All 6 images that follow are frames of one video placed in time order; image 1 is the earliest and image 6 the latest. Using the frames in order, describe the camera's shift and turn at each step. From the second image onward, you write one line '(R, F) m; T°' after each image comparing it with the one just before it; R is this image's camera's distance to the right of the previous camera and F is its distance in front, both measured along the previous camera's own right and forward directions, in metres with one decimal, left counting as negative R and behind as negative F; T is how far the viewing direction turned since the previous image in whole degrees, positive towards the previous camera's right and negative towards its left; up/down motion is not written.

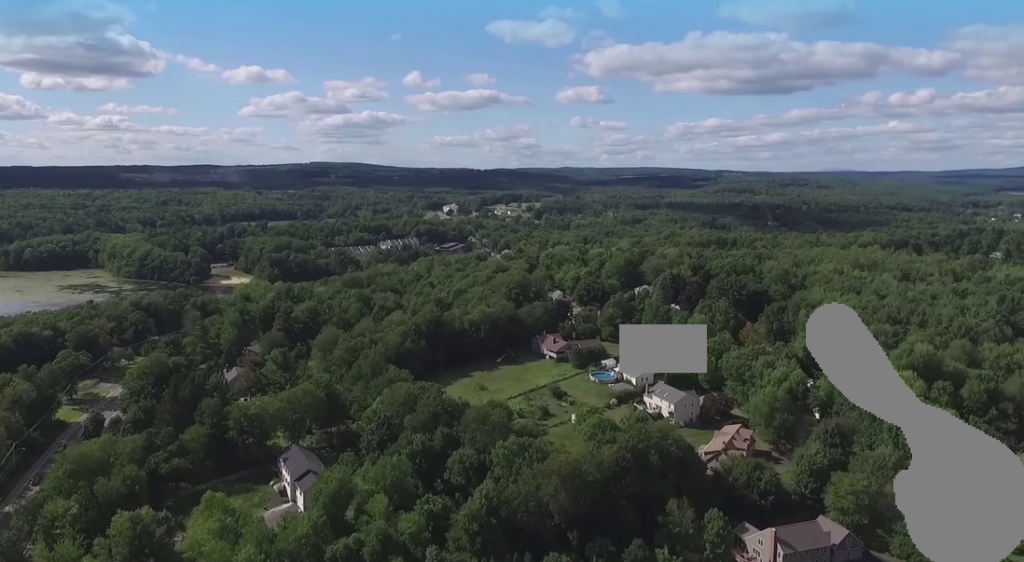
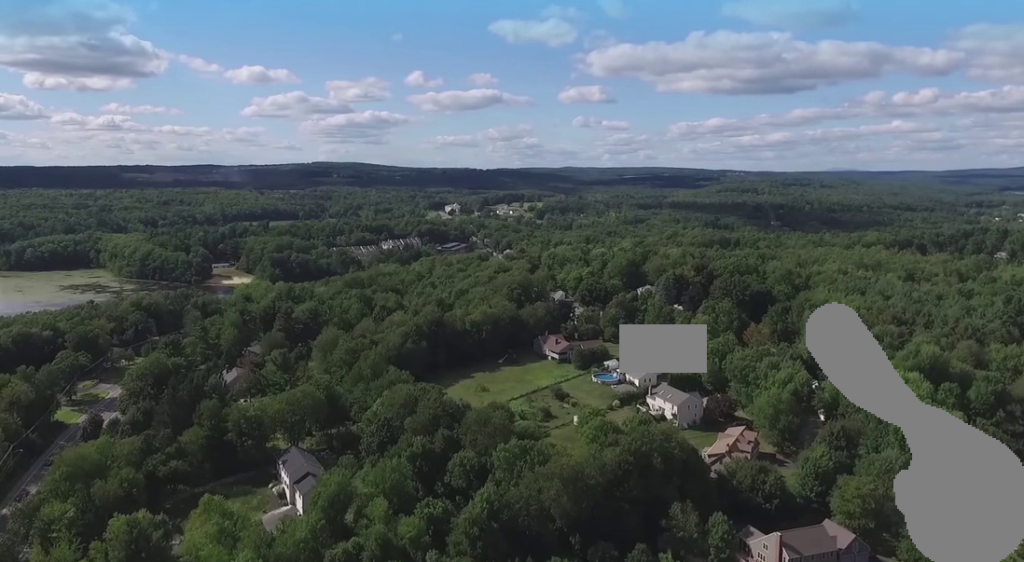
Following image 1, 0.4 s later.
(0.0, +1.9) m; -1°
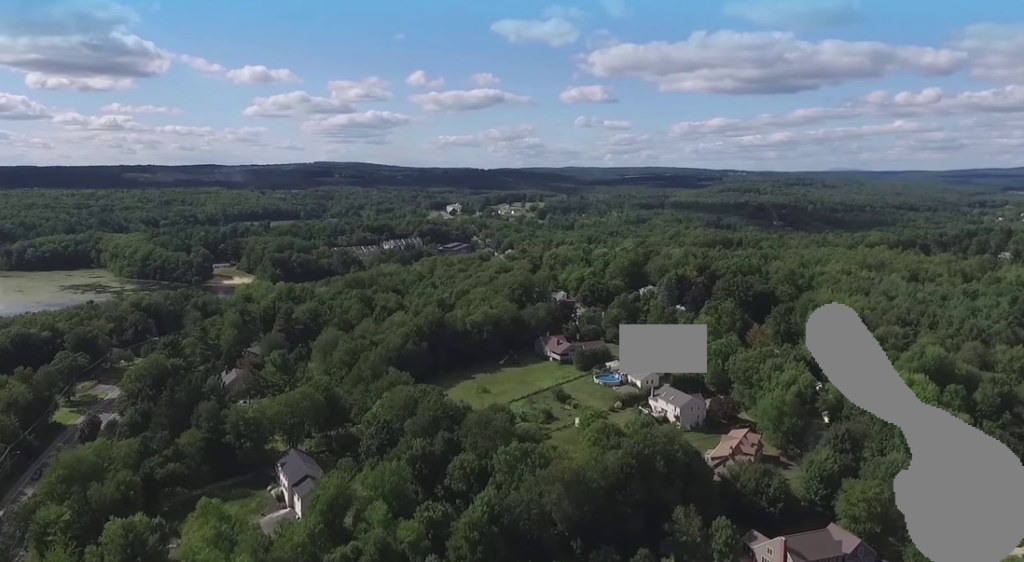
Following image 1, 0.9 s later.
(0.0, +1.8) m; 0°
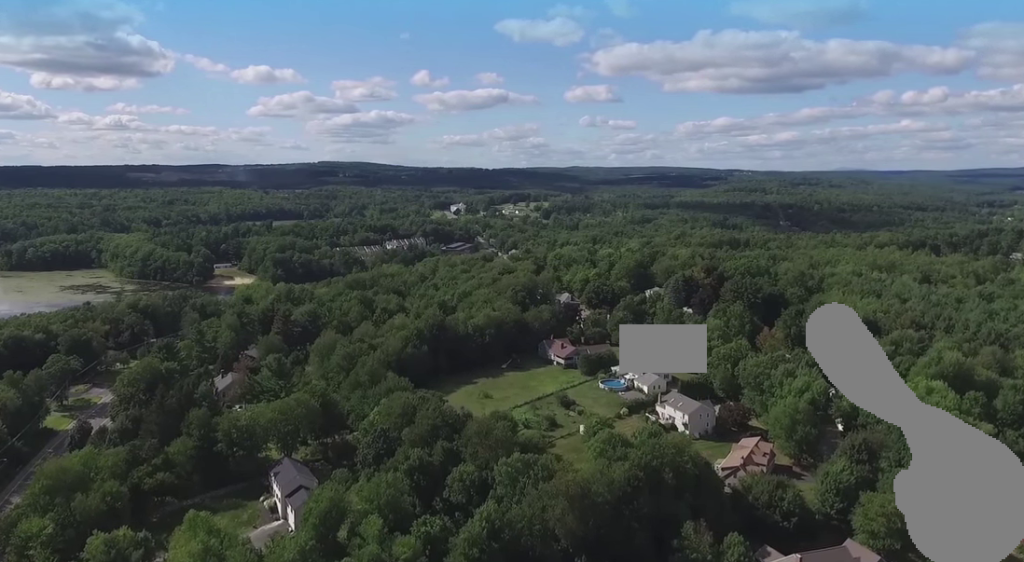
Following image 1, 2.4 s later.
(-0.1, +6.3) m; -1°
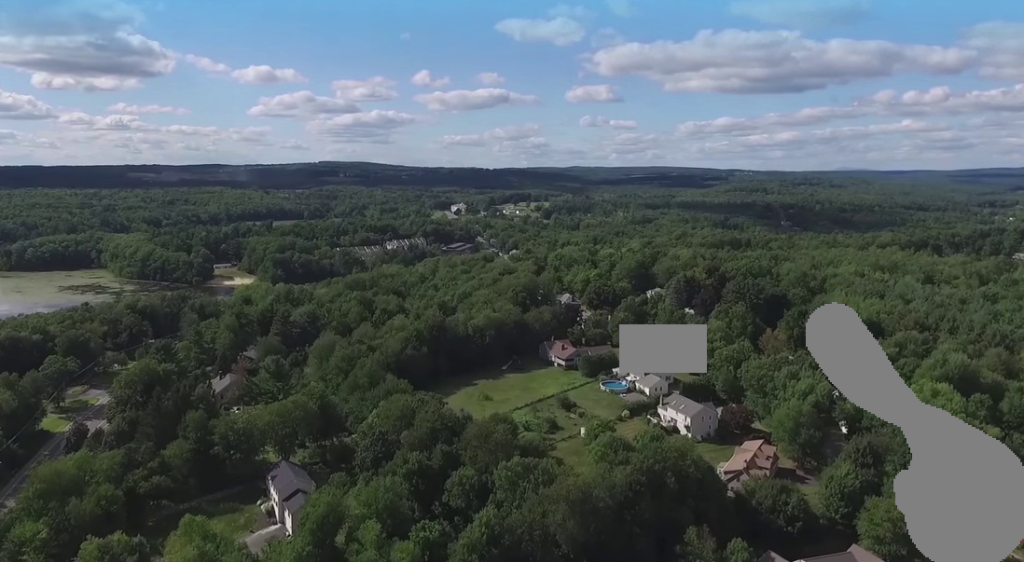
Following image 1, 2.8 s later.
(0.0, +2.2) m; 0°
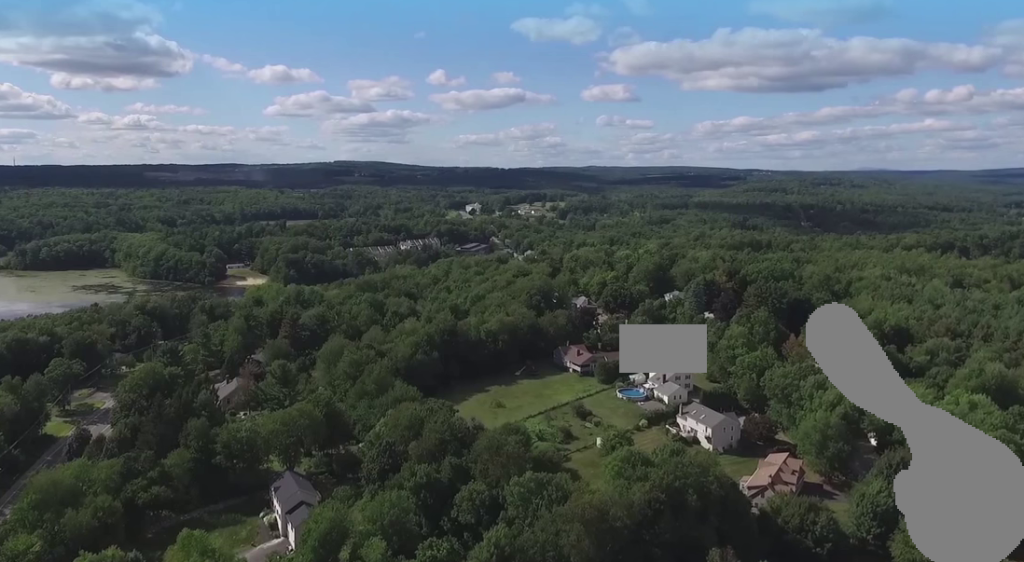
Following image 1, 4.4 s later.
(0.0, +6.6) m; -1°
